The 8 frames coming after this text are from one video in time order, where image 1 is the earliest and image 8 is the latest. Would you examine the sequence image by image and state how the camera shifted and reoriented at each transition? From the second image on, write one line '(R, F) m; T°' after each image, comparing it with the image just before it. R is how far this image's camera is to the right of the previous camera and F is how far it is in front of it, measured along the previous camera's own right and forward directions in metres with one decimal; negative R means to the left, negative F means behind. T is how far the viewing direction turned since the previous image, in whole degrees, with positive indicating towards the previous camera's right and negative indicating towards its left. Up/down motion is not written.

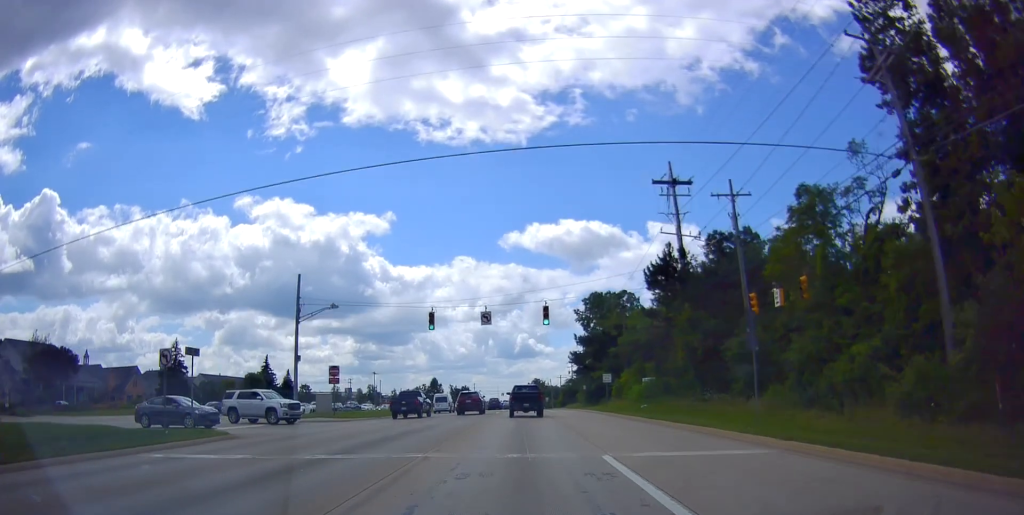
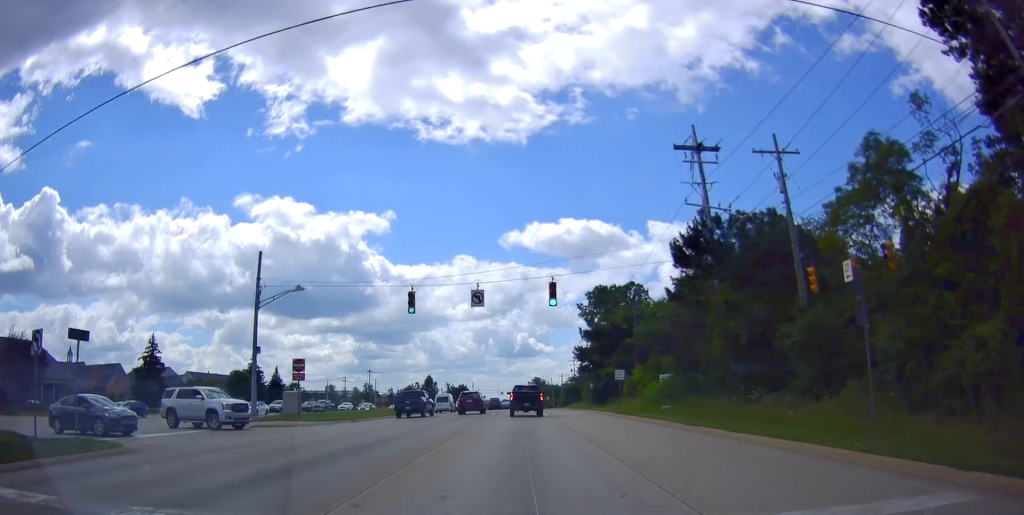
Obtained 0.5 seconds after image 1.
(0.0, +5.4) m; 0°
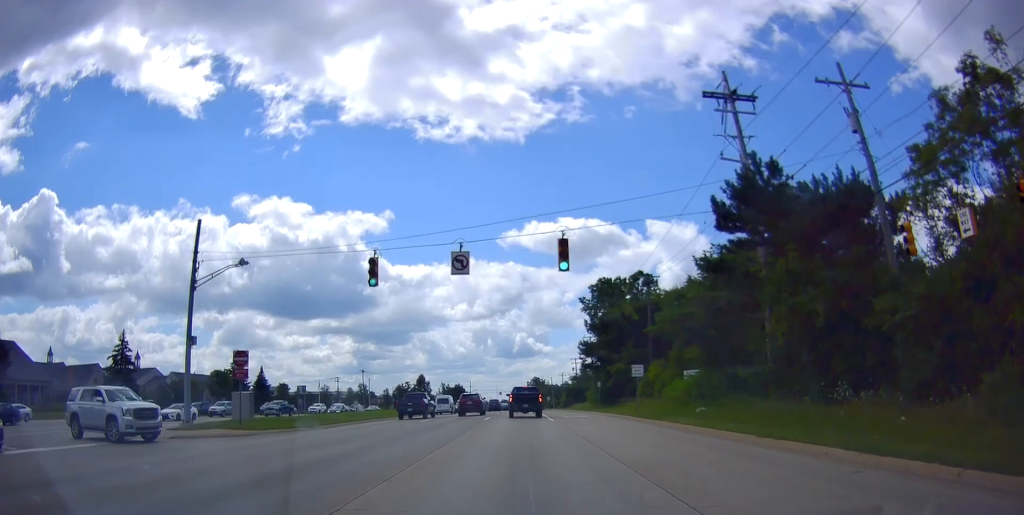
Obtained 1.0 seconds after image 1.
(0.0, +6.4) m; 0°
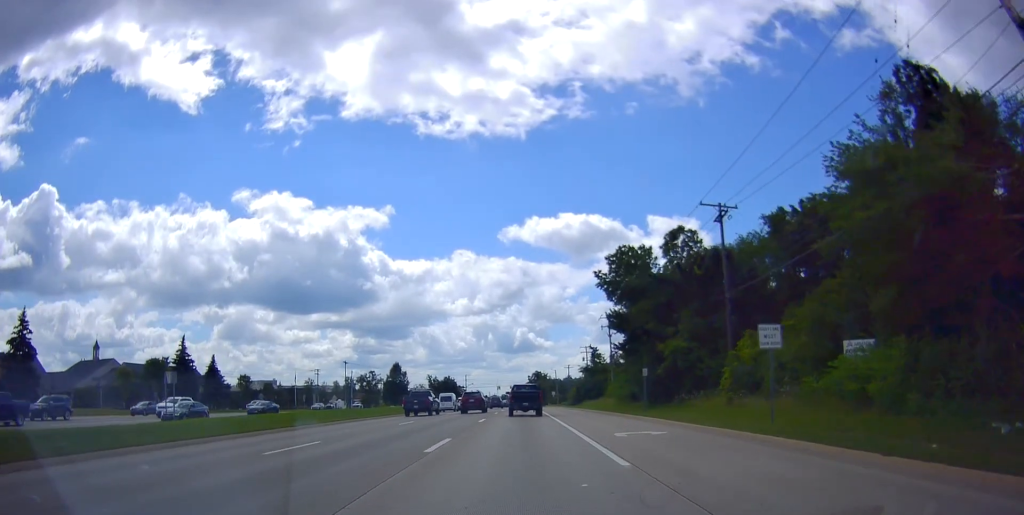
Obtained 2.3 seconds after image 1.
(0.0, +18.7) m; 0°
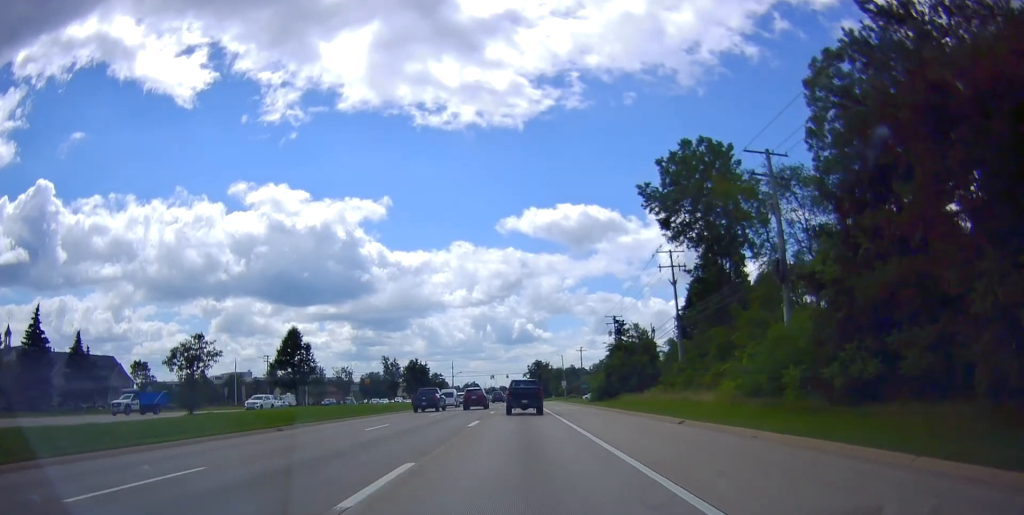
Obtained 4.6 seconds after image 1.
(-0.8, +35.2) m; -2°
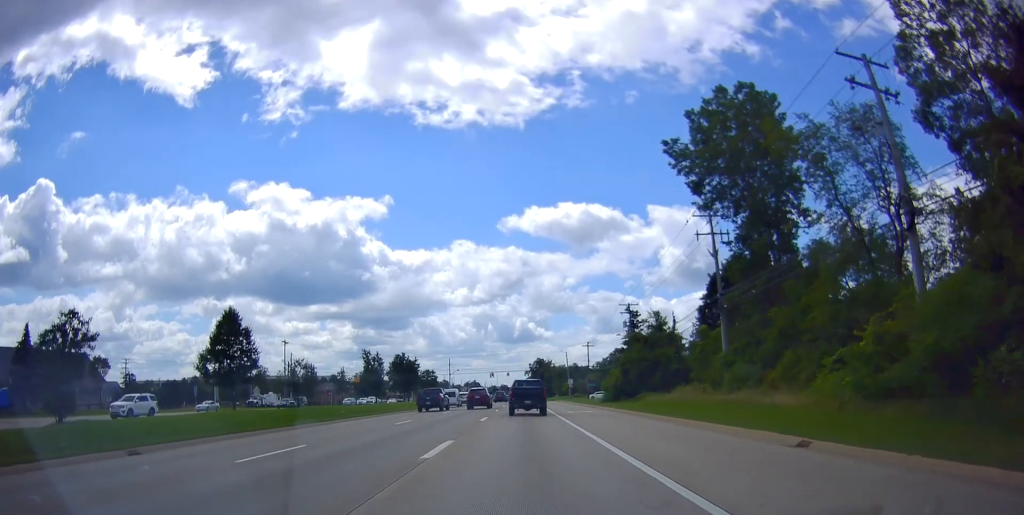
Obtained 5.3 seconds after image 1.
(+0.3, +10.6) m; -1°
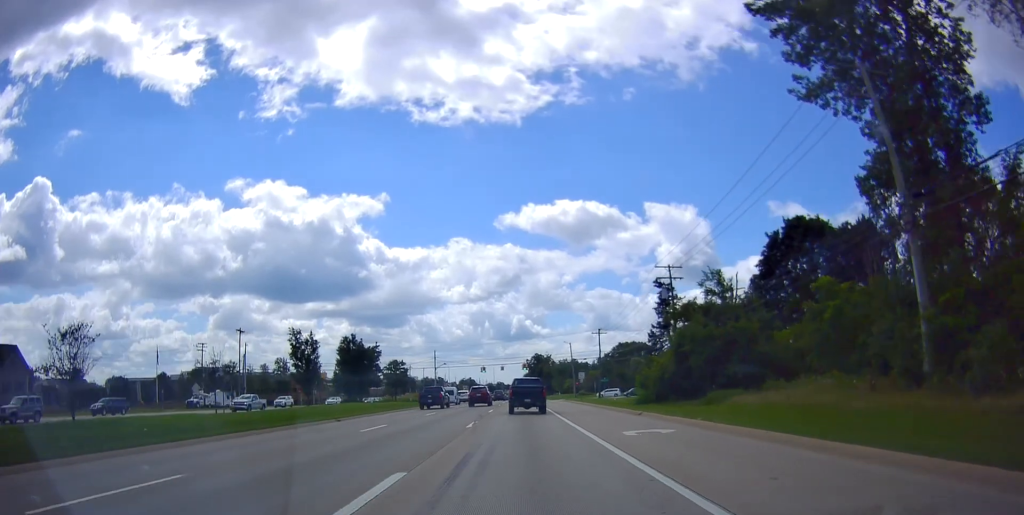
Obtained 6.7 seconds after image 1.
(-0.6, +22.2) m; +1°
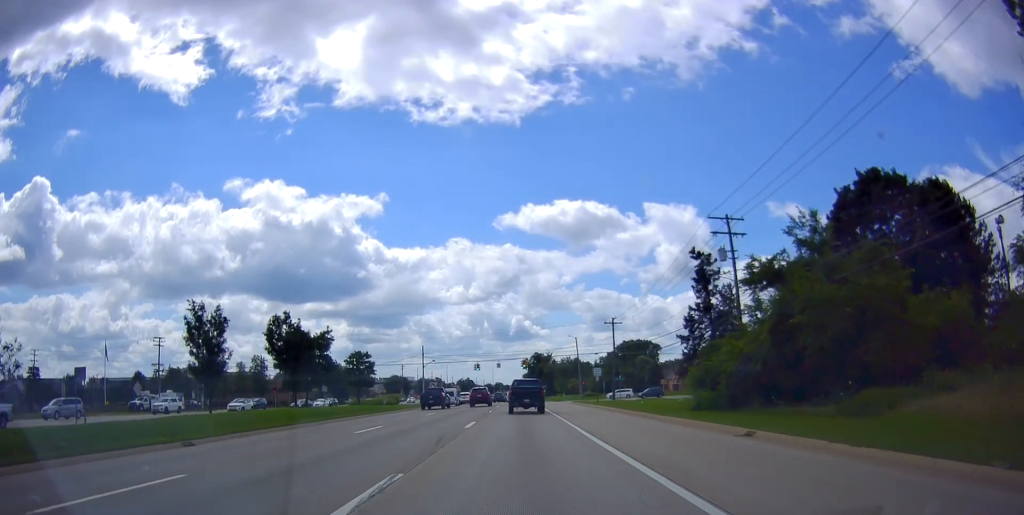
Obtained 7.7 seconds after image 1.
(+0.6, +16.3) m; +2°
